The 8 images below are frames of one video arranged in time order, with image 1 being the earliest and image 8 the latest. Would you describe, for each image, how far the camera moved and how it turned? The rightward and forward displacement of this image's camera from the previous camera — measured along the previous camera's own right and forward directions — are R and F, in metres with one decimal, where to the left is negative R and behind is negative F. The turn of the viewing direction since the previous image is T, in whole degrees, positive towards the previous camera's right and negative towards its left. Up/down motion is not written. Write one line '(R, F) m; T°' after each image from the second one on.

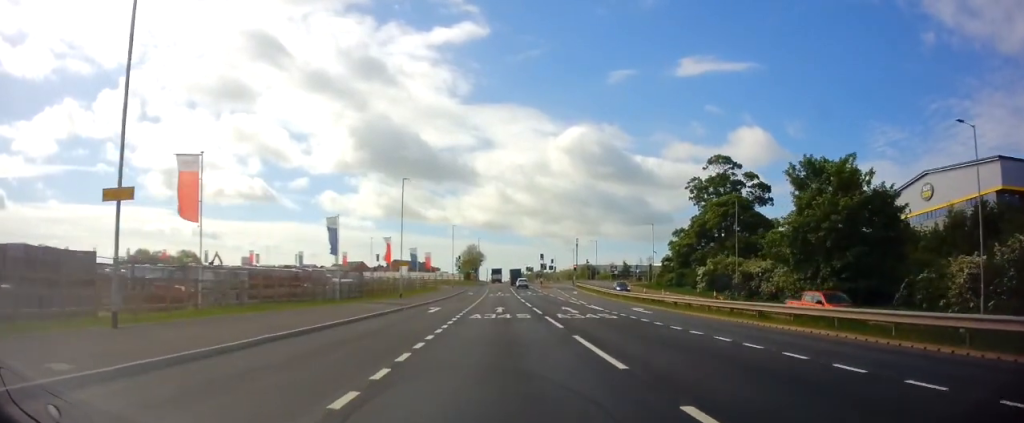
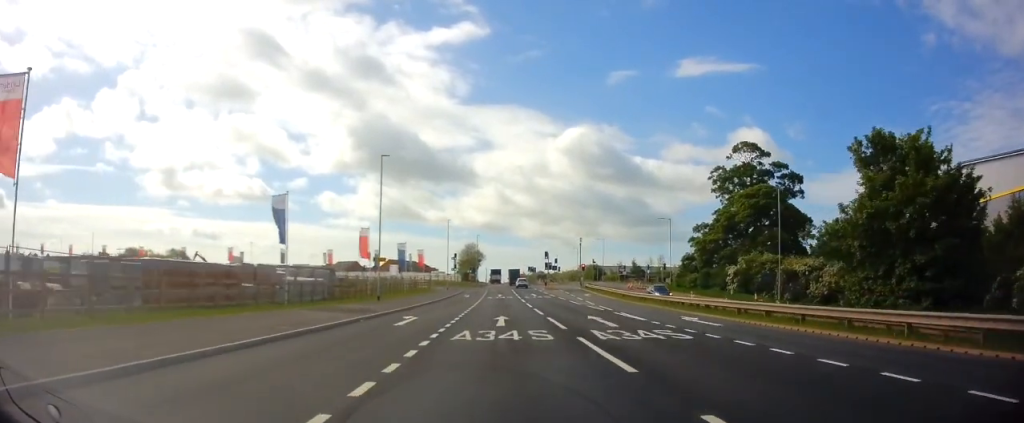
(0.0, +9.3) m; -1°
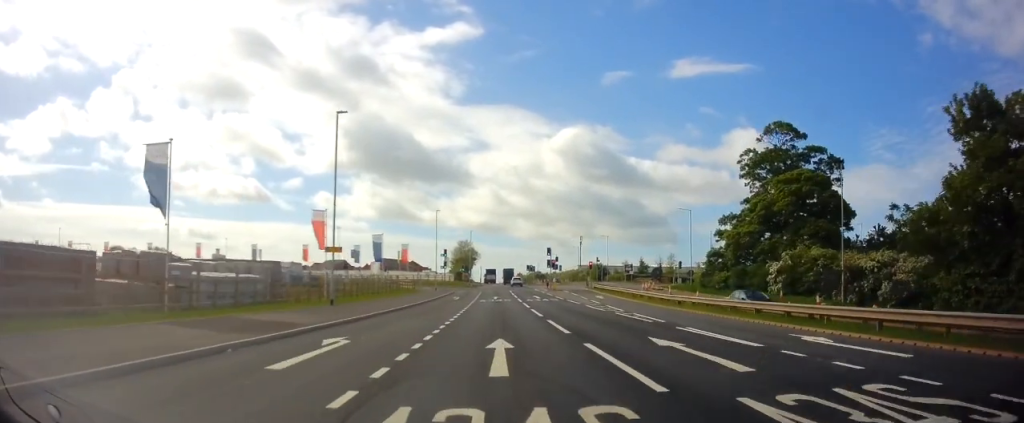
(-0.1, +10.5) m; 0°
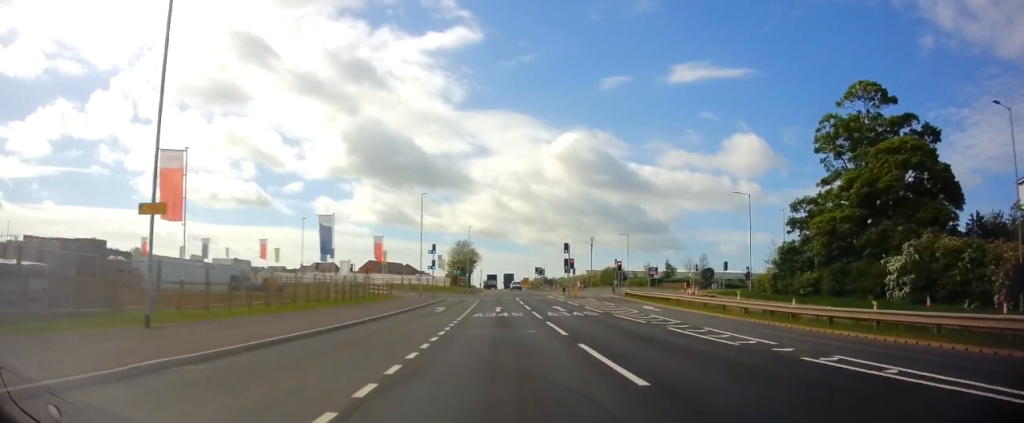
(+0.1, +17.2) m; 0°
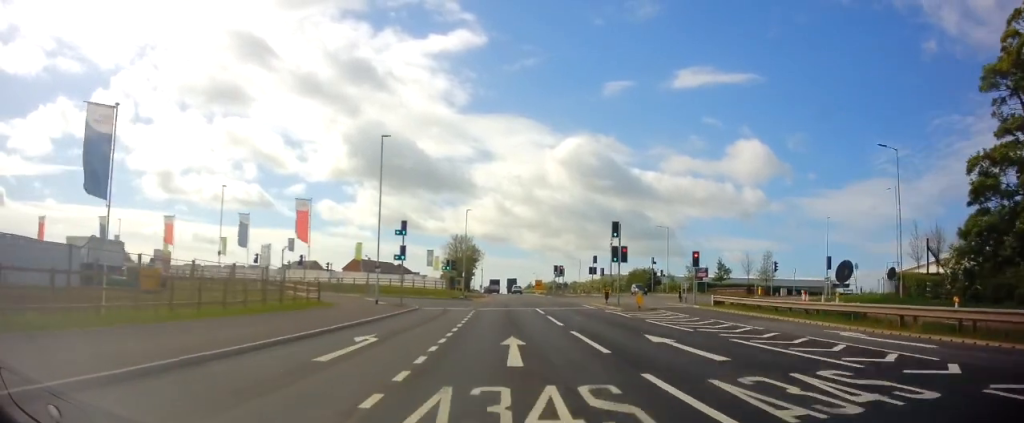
(0.0, +22.6) m; +1°
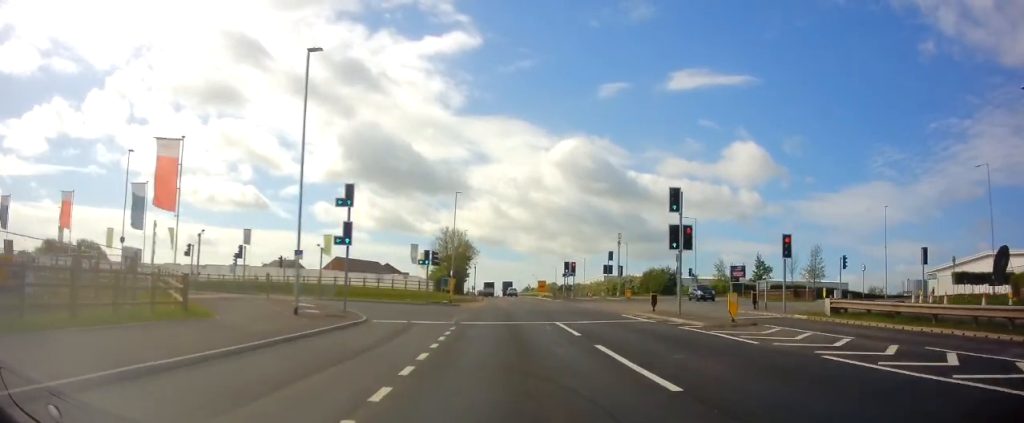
(+0.1, +13.5) m; 0°
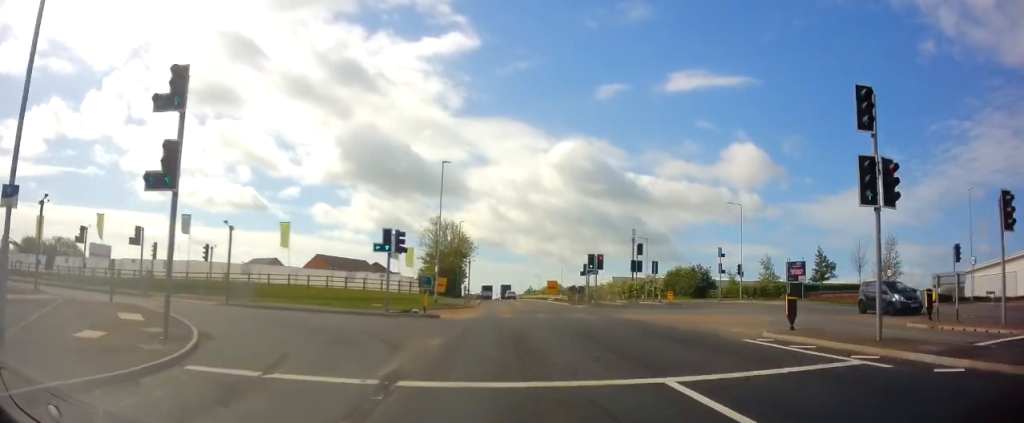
(-0.1, +14.0) m; 0°
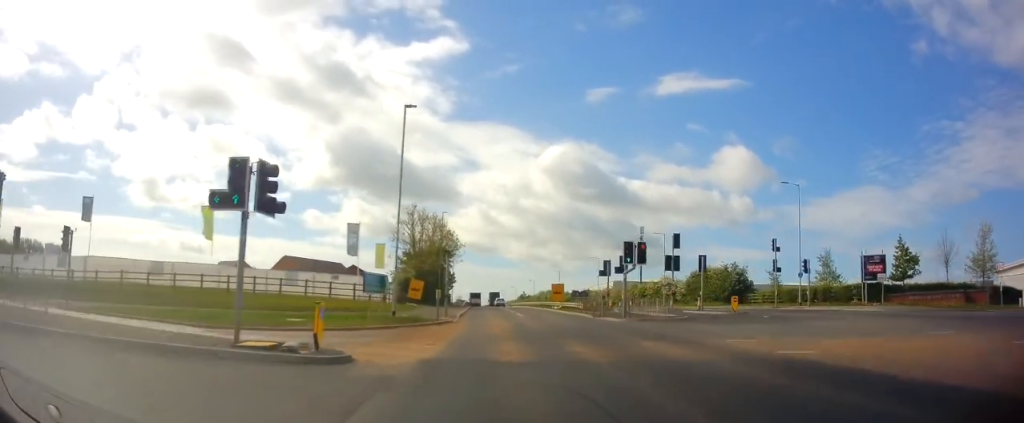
(0.0, +13.9) m; 0°
